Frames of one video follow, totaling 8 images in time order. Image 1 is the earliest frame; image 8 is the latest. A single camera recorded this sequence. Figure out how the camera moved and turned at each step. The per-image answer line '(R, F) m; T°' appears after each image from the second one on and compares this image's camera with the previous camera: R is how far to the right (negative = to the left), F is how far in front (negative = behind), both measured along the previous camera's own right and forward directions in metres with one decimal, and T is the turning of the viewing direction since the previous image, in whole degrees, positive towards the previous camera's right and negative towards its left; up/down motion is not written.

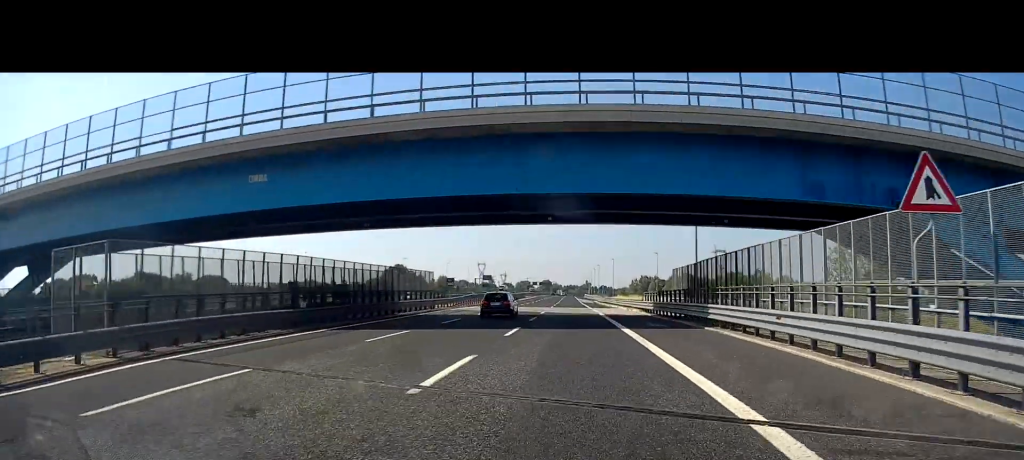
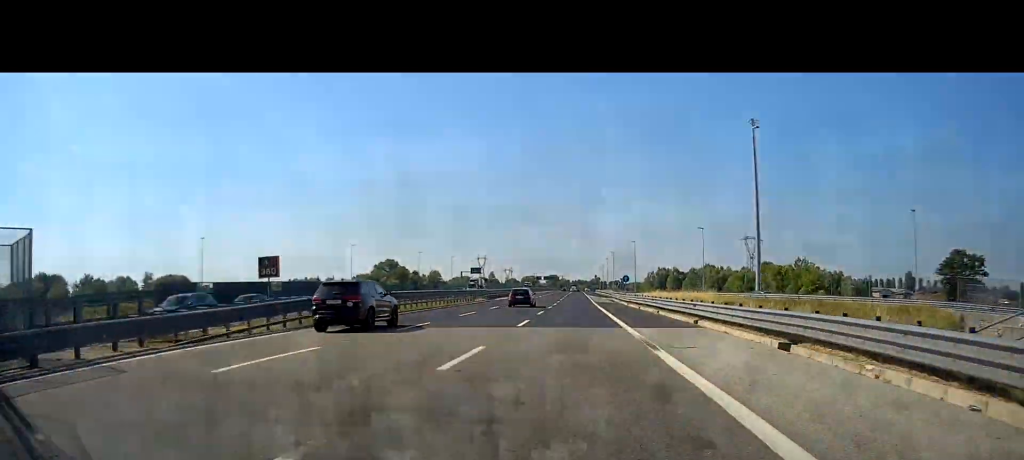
(0.0, +42.2) m; -1°
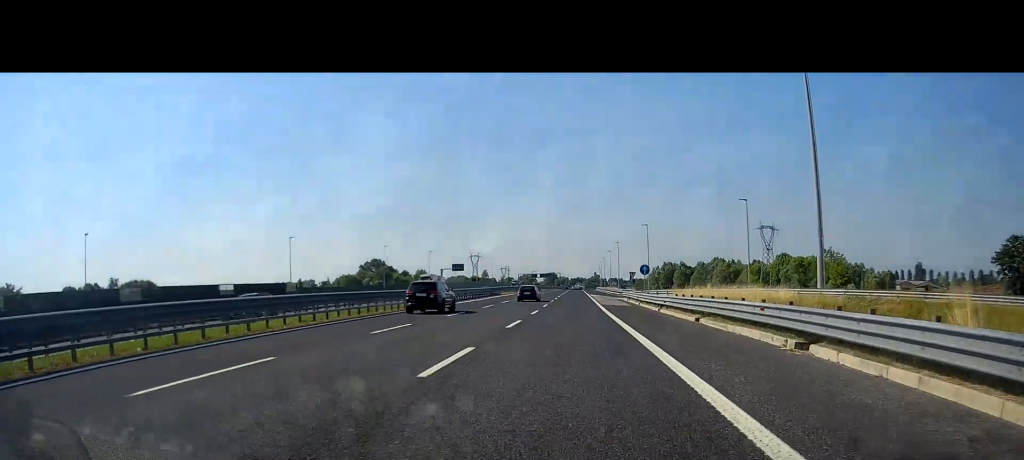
(-0.3, +25.2) m; 0°
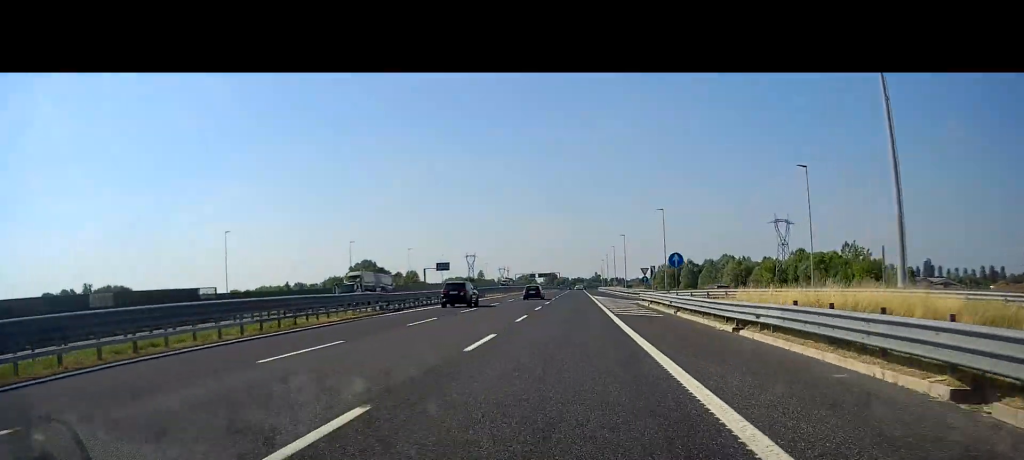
(+0.1, +18.3) m; 0°
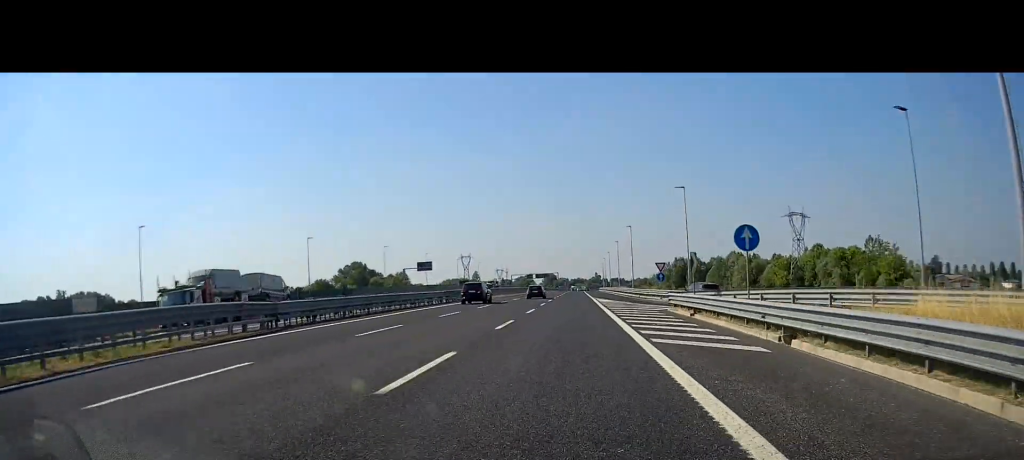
(+0.1, +16.6) m; 0°
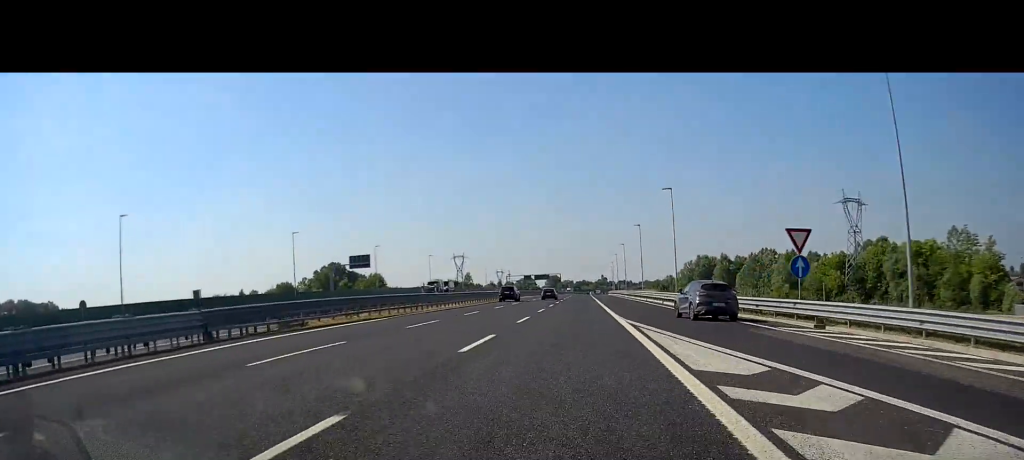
(+0.1, +40.2) m; 0°
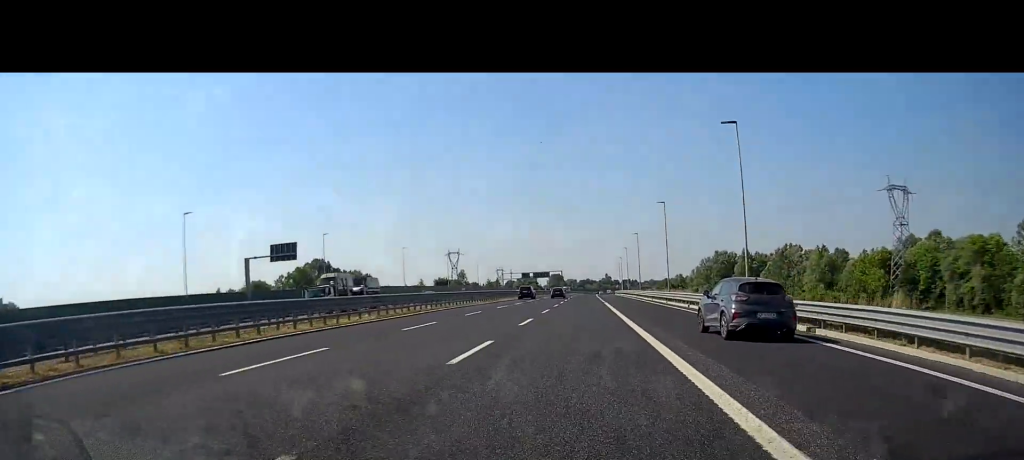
(-0.2, +24.4) m; 0°
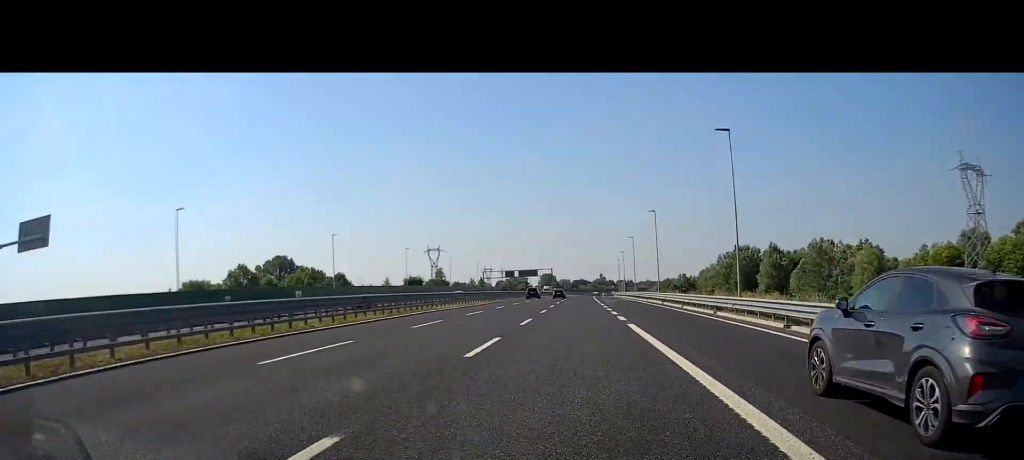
(0.0, +33.3) m; 0°
